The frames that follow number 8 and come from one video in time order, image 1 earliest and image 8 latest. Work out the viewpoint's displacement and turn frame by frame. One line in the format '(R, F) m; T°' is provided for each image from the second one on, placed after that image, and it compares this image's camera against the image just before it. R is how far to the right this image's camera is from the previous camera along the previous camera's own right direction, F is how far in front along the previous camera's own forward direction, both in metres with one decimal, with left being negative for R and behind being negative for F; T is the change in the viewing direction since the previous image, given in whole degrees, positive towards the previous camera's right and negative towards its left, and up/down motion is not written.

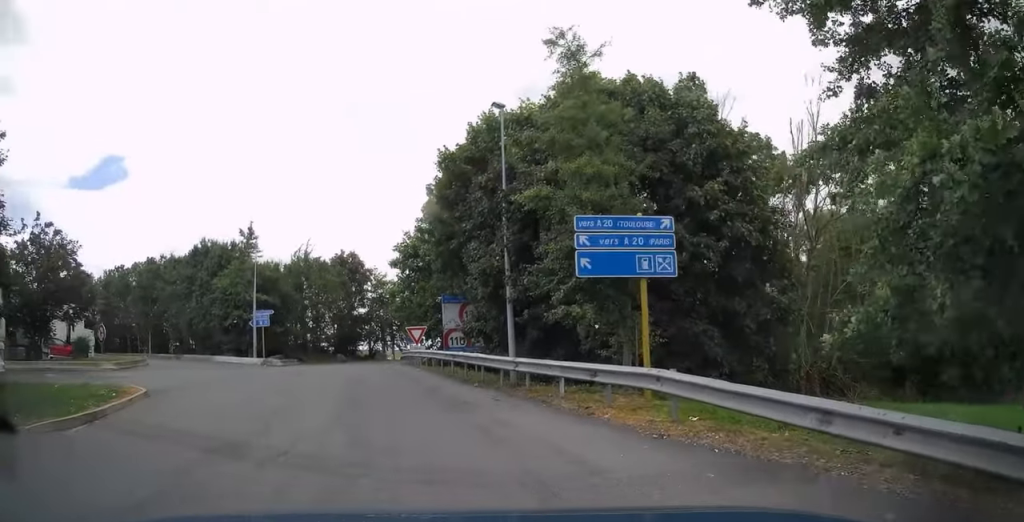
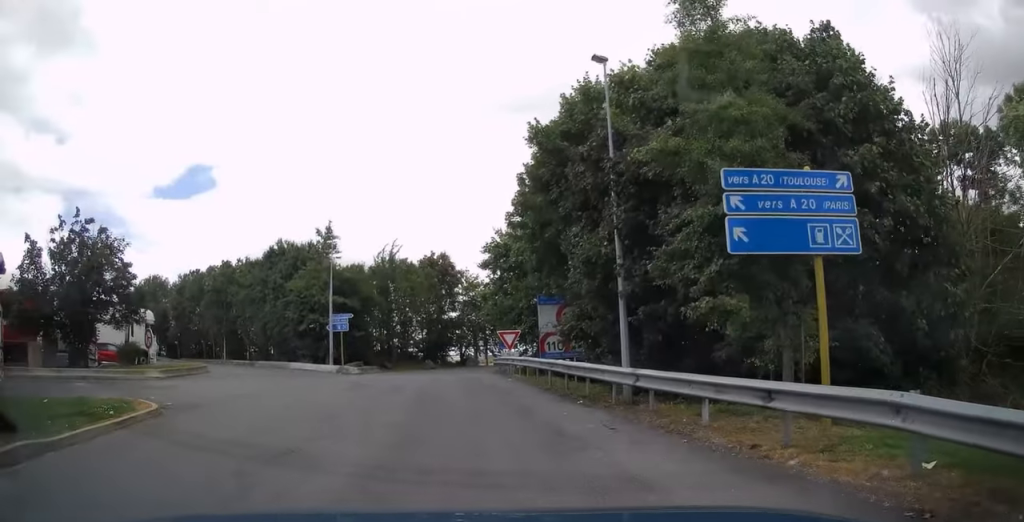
(-0.2, +3.5) m; -6°
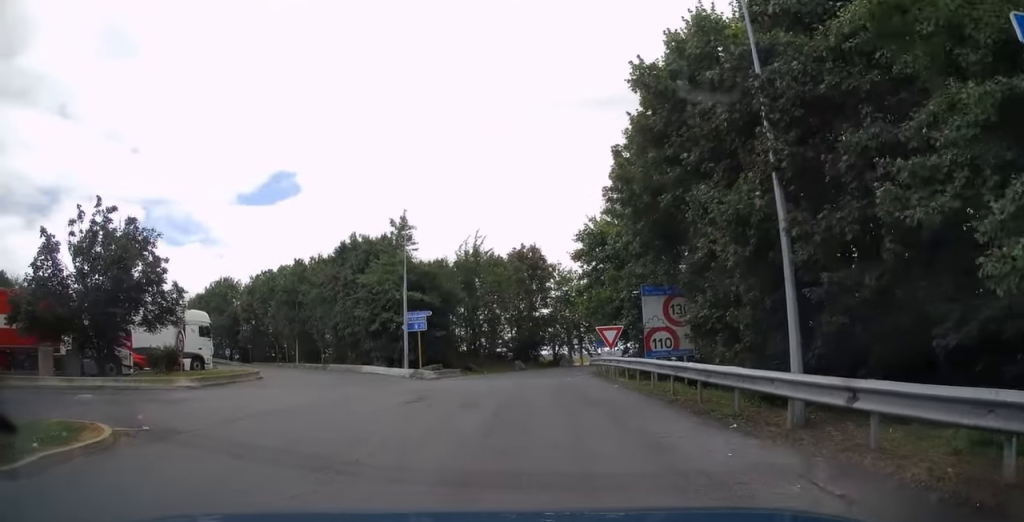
(-0.1, +4.3) m; -6°
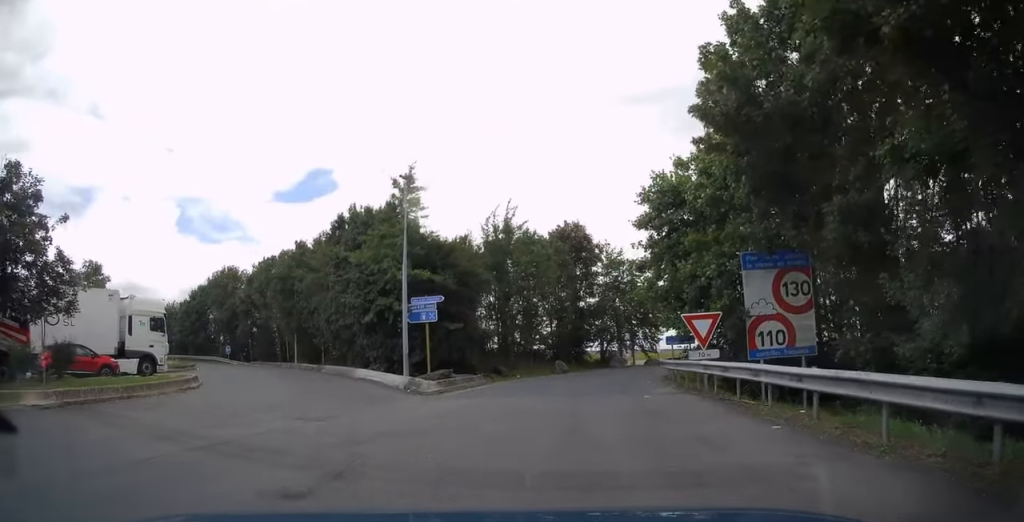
(-0.8, +9.0) m; -5°
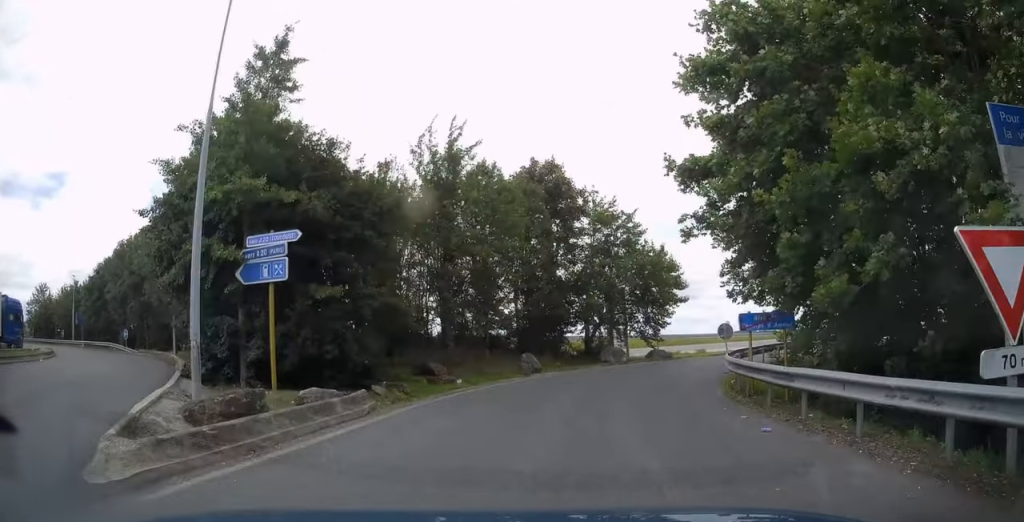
(+0.3, +13.2) m; +3°
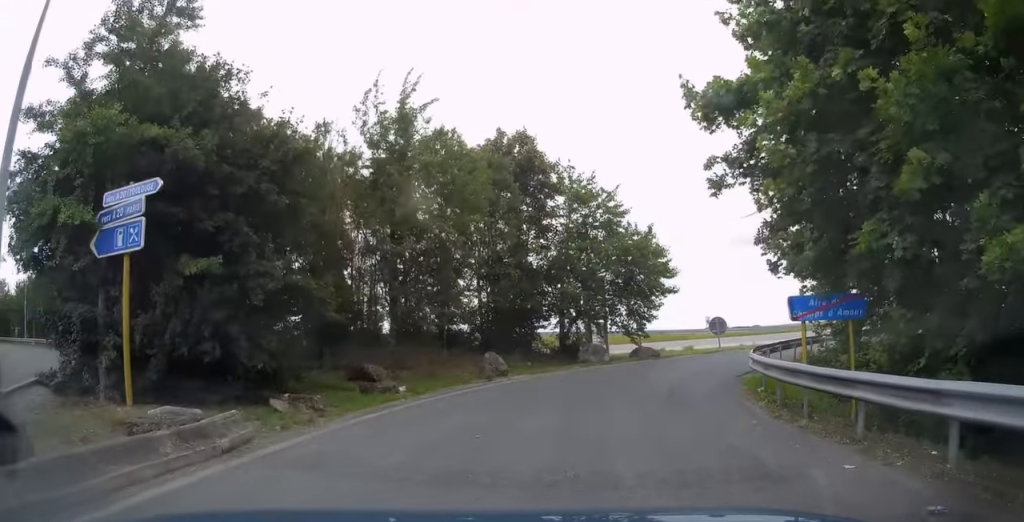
(-0.1, +4.3) m; +3°
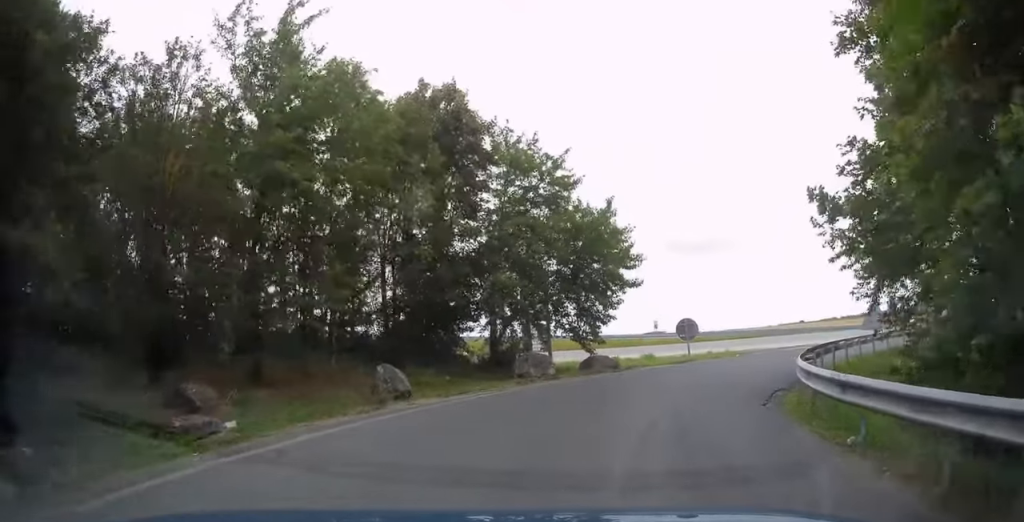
(+0.3, +6.3) m; +8°
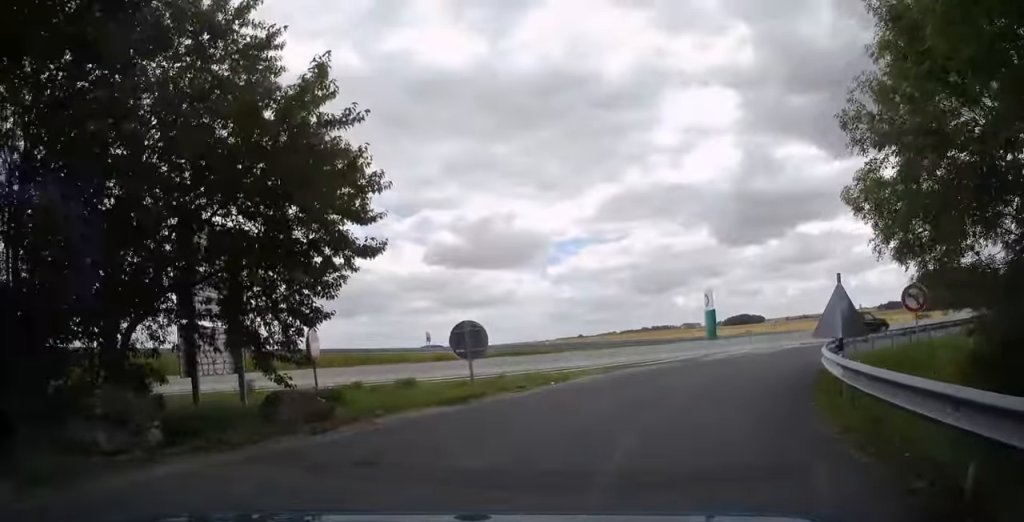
(+1.7, +11.2) m; +20°
